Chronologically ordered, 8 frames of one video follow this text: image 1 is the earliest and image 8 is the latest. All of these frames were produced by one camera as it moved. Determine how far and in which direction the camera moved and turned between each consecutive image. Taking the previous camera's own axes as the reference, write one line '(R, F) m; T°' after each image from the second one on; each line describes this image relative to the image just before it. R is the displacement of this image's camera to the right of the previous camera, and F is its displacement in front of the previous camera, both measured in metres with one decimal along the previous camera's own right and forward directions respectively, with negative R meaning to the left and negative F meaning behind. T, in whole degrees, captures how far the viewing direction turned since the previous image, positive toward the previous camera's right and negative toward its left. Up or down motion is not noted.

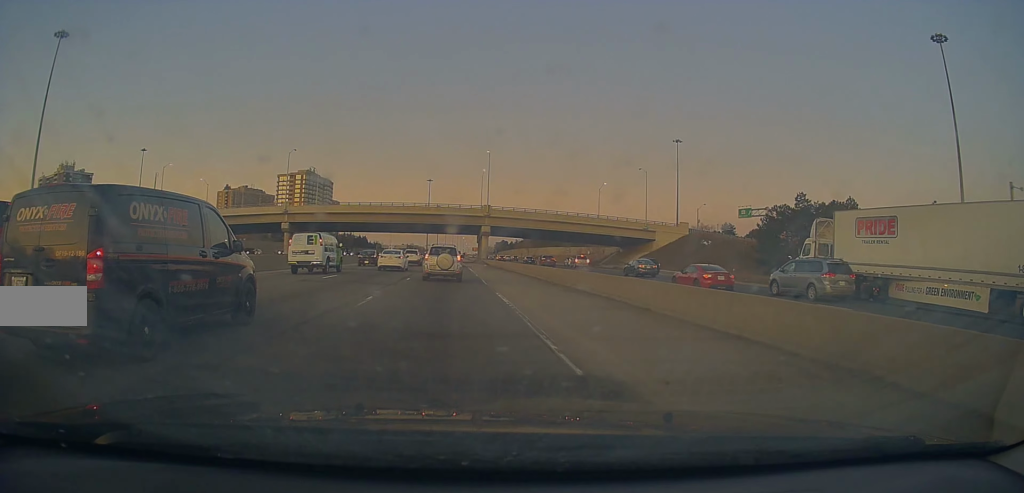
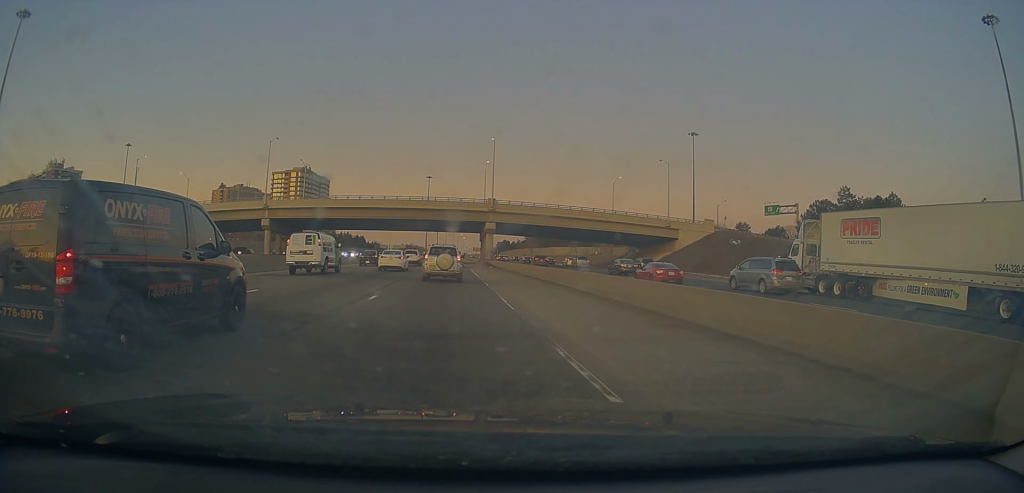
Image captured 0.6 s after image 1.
(+0.6, +11.6) m; 0°
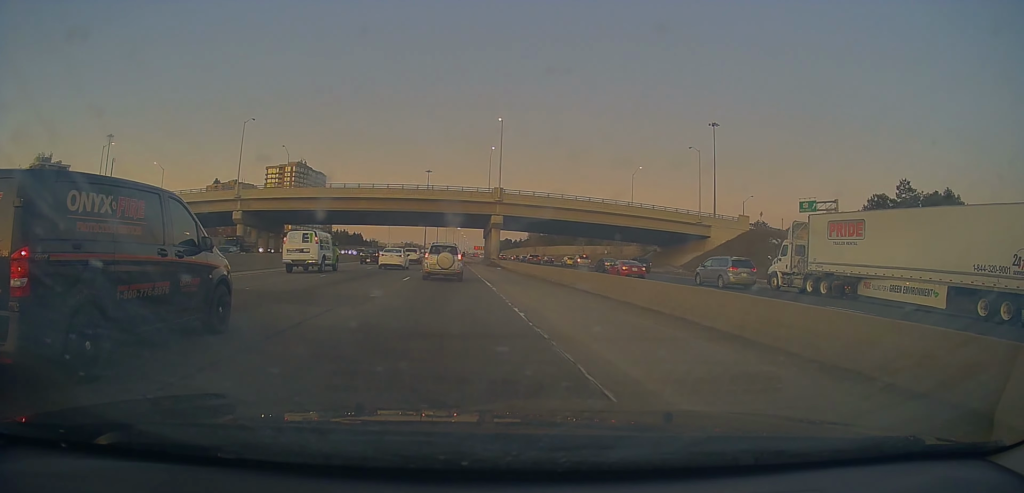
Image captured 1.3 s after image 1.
(0.0, +12.9) m; -1°
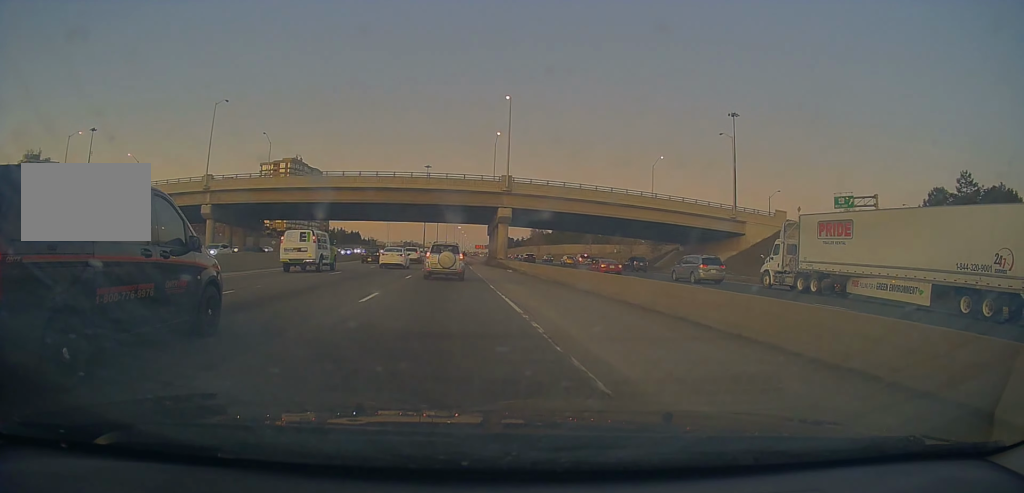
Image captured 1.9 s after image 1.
(-0.5, +11.2) m; -1°
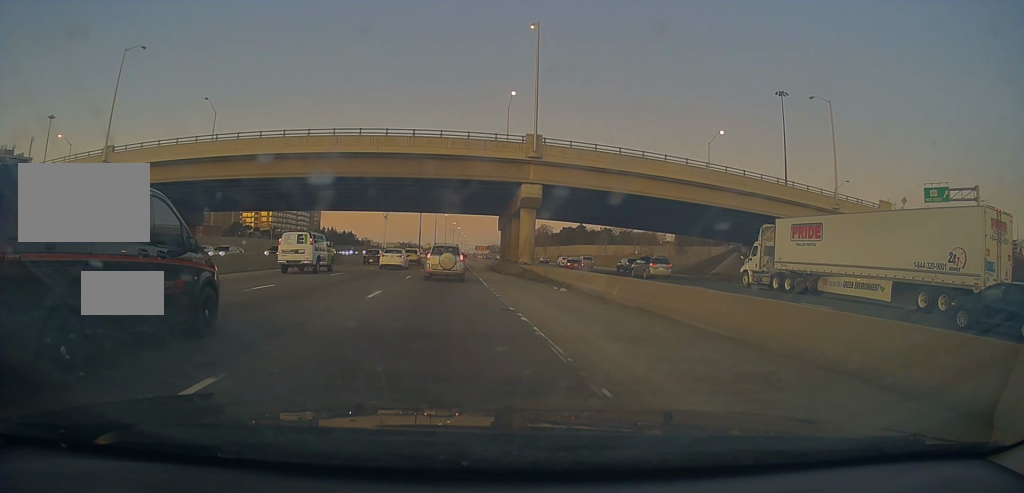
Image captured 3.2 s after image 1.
(+0.4, +23.5) m; +1°
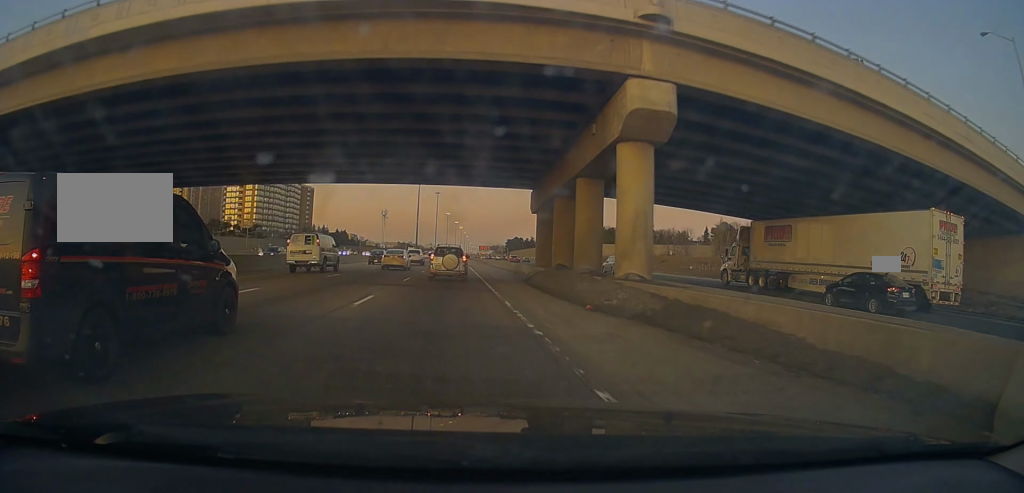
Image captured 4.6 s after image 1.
(+0.3, +25.8) m; +1°
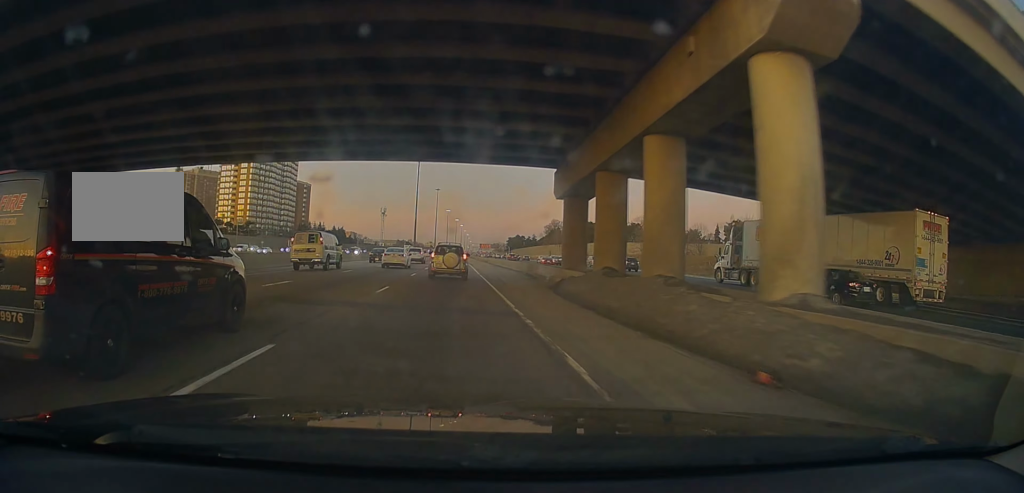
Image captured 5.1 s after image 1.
(+0.1, +8.7) m; 0°
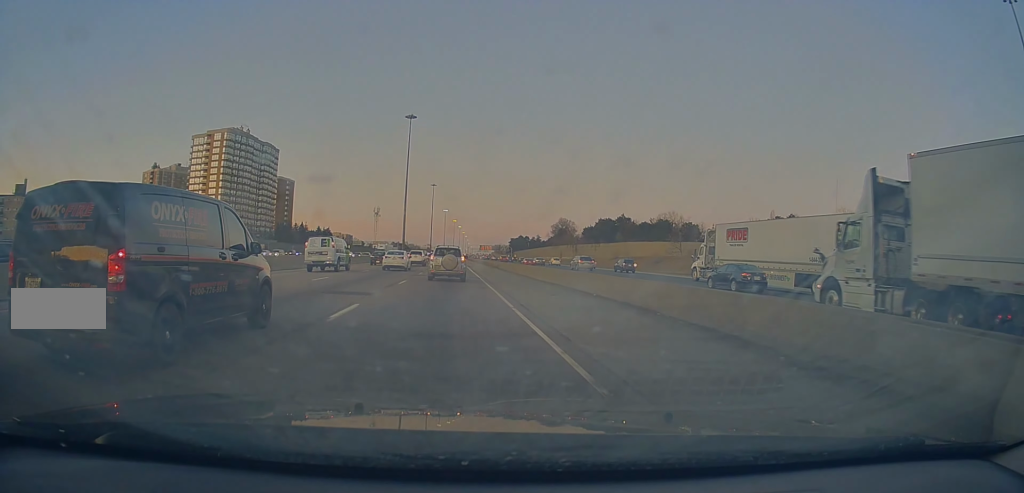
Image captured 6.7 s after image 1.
(-0.6, +30.5) m; 0°
